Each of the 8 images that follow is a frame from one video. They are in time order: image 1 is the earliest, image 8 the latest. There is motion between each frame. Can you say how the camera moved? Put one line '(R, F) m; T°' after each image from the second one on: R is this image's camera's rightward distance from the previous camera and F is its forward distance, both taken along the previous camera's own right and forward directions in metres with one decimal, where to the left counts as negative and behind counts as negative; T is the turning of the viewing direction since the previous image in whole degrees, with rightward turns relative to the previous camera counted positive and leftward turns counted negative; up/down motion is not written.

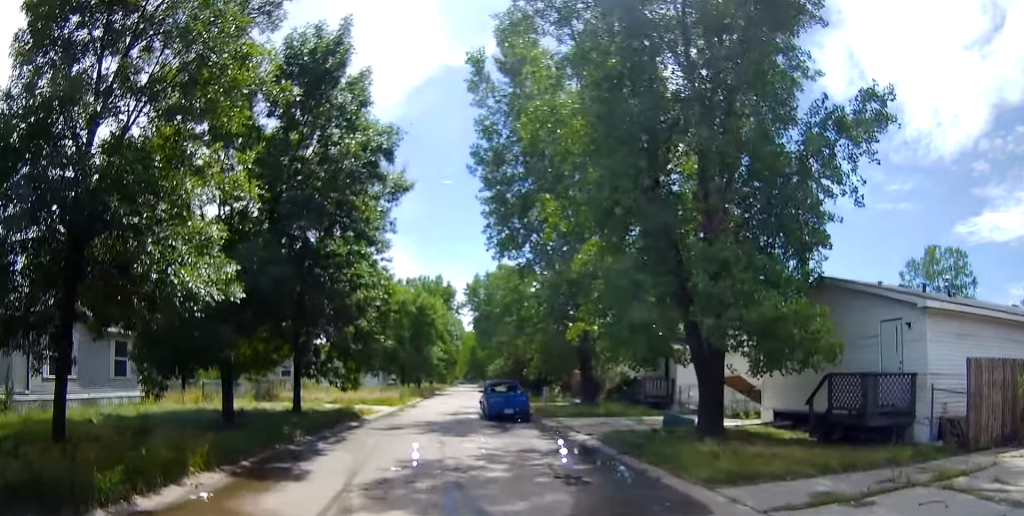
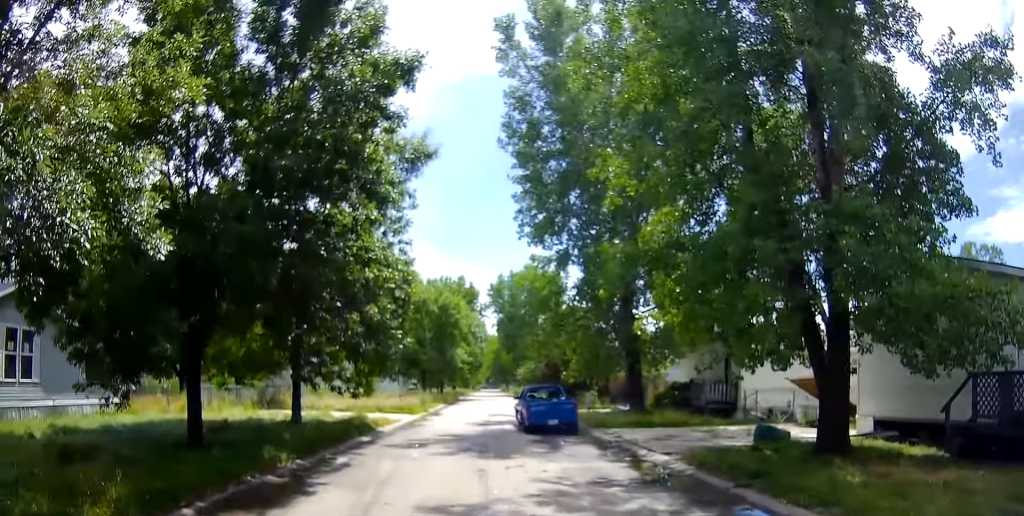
(+0.3, +4.1) m; +7°
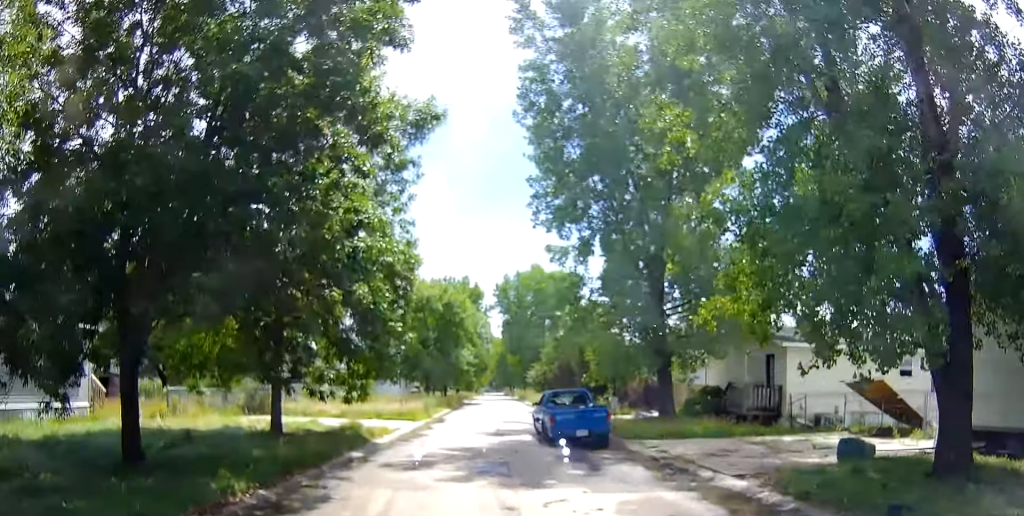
(+0.1, +2.8) m; +1°
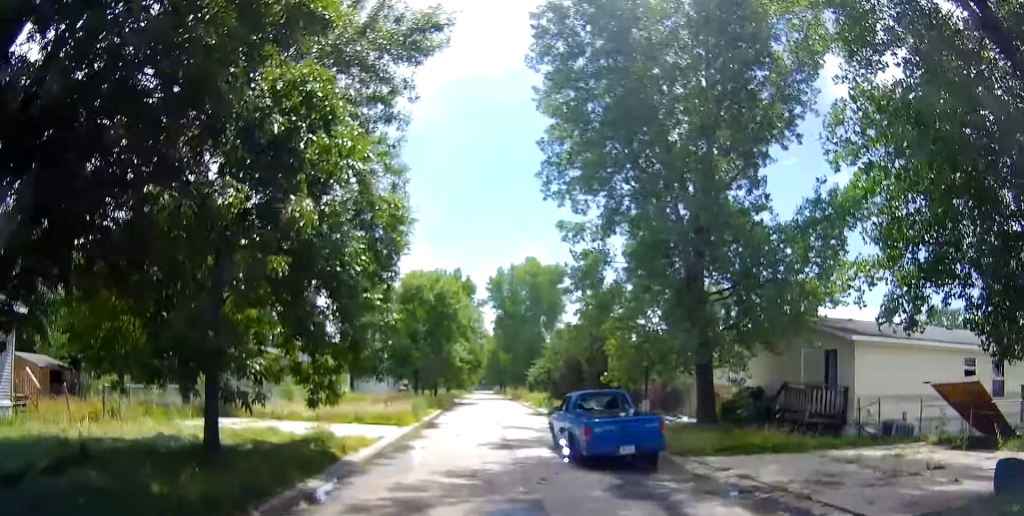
(-0.1, +3.7) m; -3°
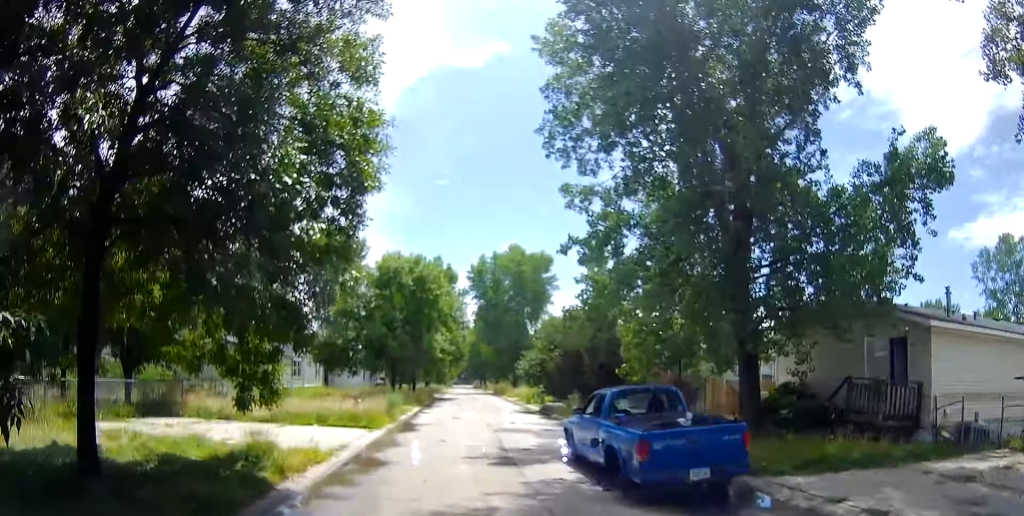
(-0.2, +3.2) m; 0°
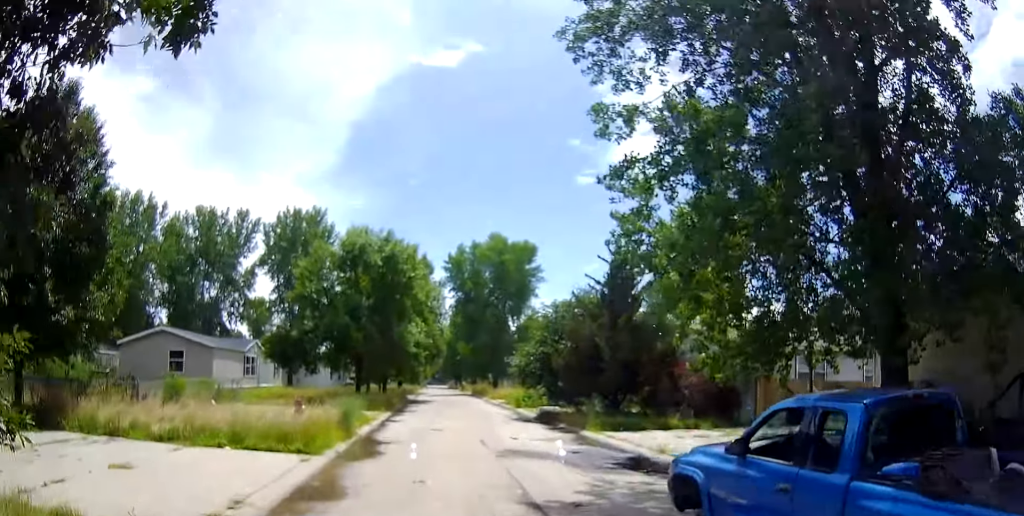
(+0.3, +4.6) m; +5°
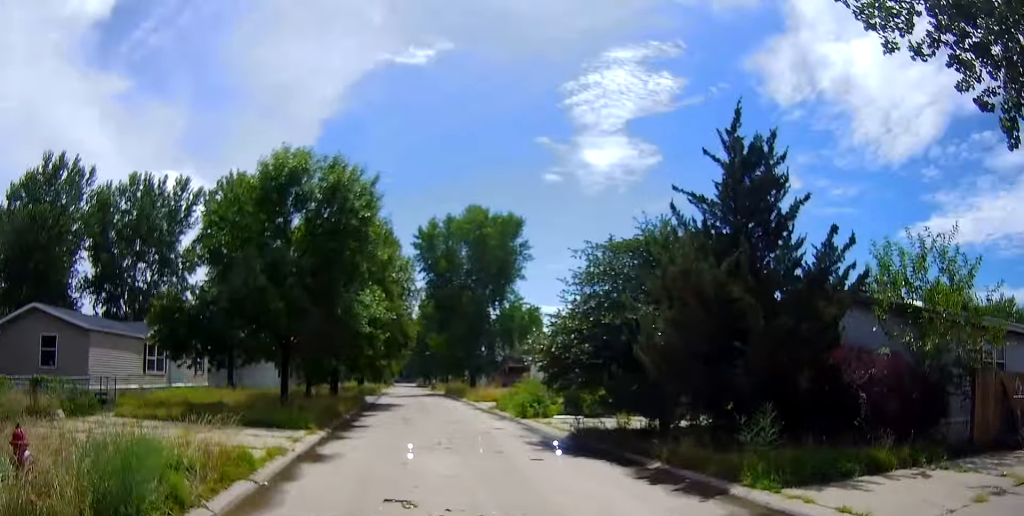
(+0.1, +11.1) m; 0°
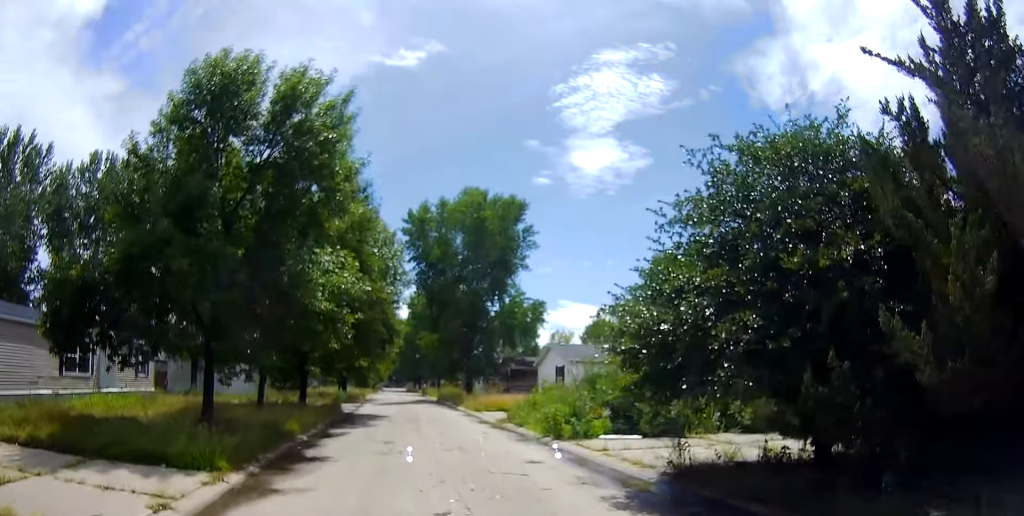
(0.0, +8.3) m; +3°
